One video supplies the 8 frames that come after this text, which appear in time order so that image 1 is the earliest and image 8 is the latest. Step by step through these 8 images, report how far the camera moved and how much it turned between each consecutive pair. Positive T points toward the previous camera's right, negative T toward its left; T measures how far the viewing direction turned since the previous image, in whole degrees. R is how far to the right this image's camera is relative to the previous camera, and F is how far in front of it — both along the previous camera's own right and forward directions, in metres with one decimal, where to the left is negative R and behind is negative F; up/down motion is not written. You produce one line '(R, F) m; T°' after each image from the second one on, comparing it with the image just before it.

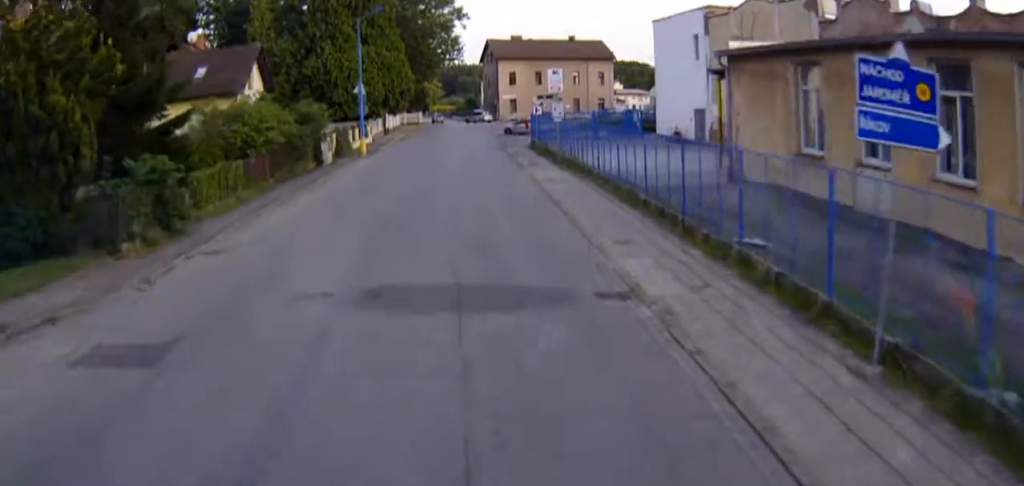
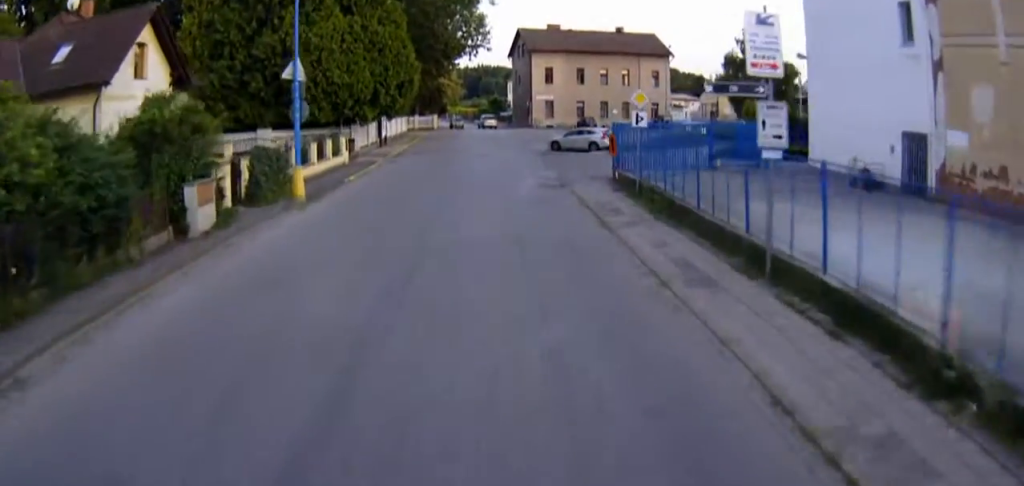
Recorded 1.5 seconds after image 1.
(-2.5, +19.0) m; -7°
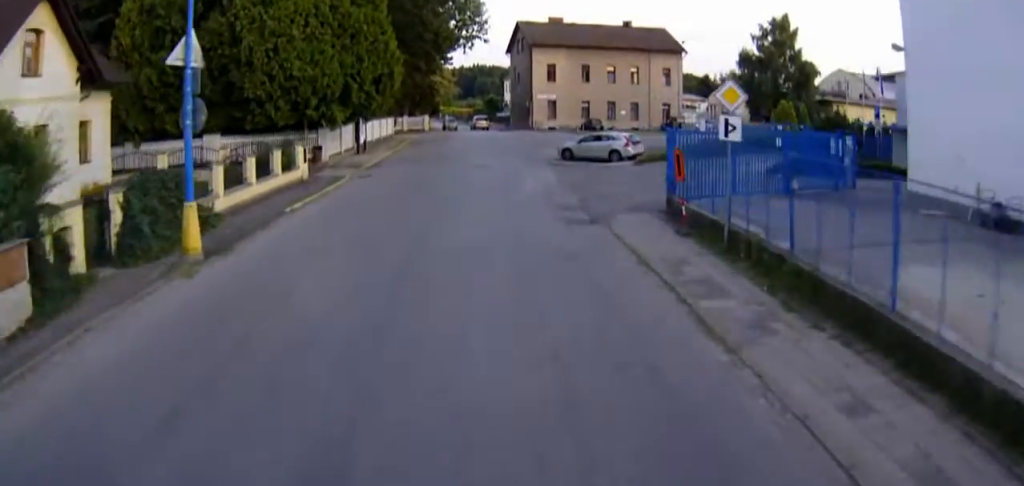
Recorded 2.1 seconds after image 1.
(-0.2, +7.8) m; +1°
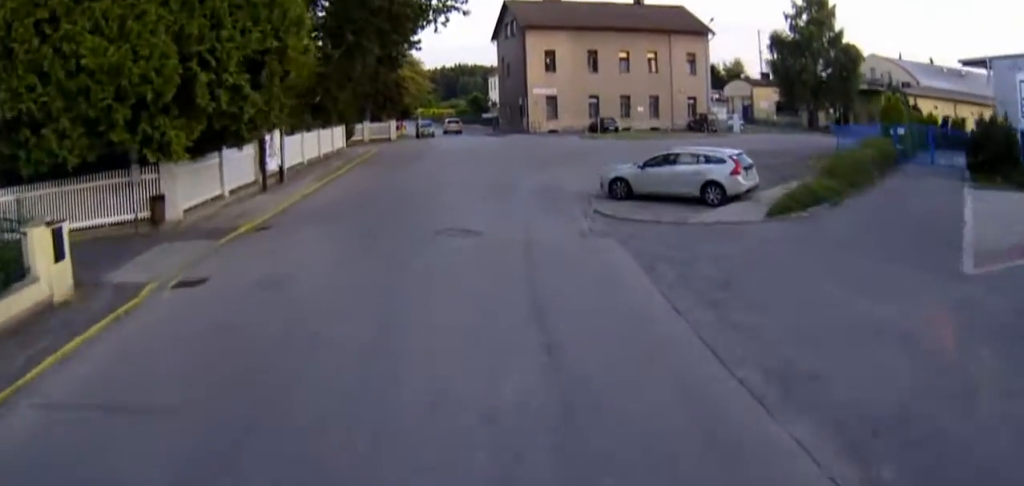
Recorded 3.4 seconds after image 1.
(+1.1, +16.7) m; +5°
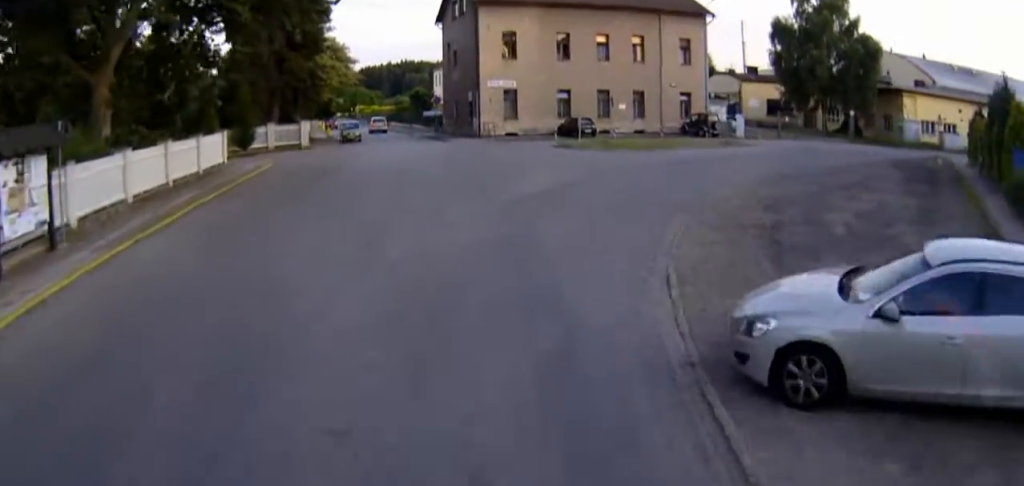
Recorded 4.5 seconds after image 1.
(+0.3, +14.2) m; +4°
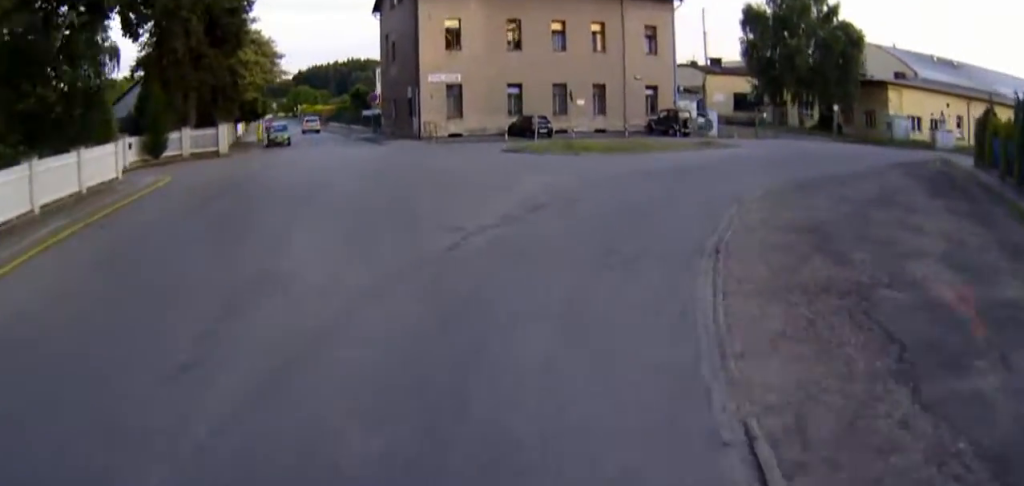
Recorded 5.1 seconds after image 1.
(+0.1, +6.3) m; +1°
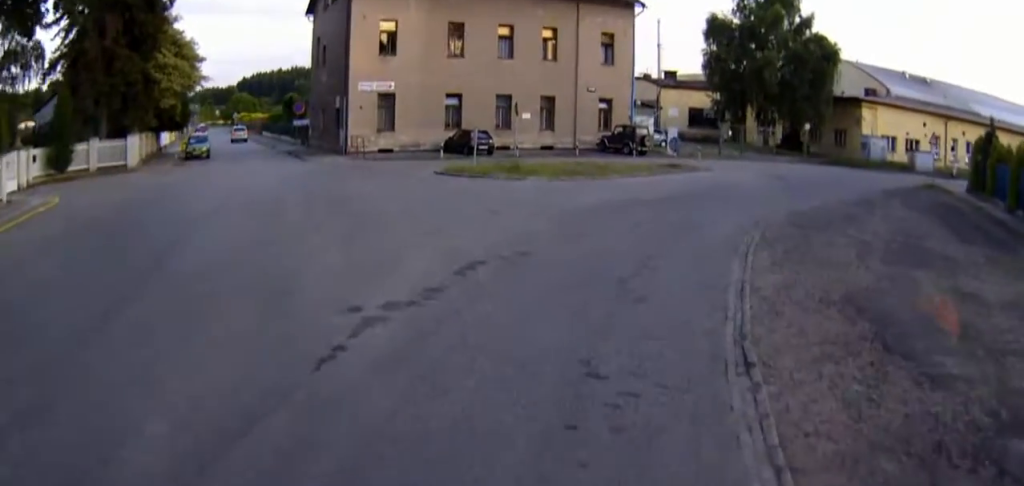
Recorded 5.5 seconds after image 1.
(+0.2, +5.0) m; -2°
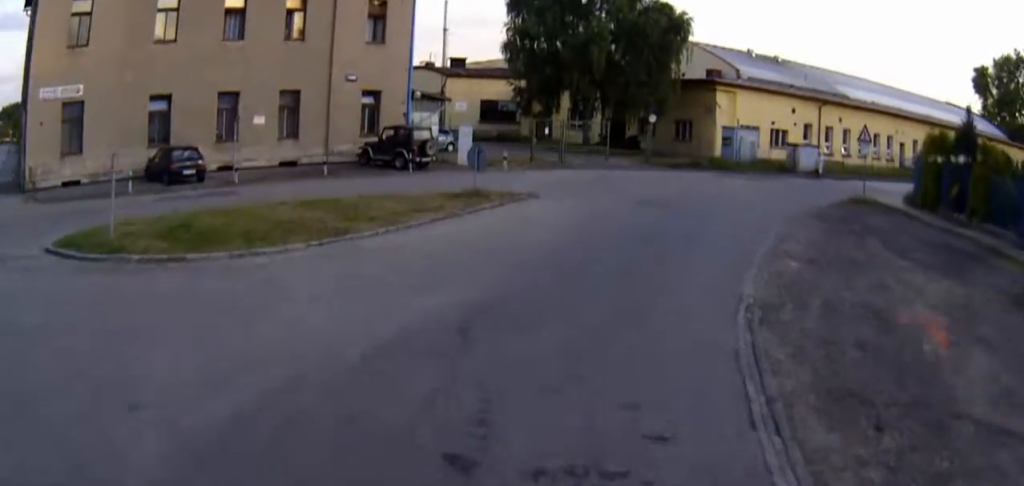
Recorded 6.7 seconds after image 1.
(-1.1, +13.2) m; +1°
